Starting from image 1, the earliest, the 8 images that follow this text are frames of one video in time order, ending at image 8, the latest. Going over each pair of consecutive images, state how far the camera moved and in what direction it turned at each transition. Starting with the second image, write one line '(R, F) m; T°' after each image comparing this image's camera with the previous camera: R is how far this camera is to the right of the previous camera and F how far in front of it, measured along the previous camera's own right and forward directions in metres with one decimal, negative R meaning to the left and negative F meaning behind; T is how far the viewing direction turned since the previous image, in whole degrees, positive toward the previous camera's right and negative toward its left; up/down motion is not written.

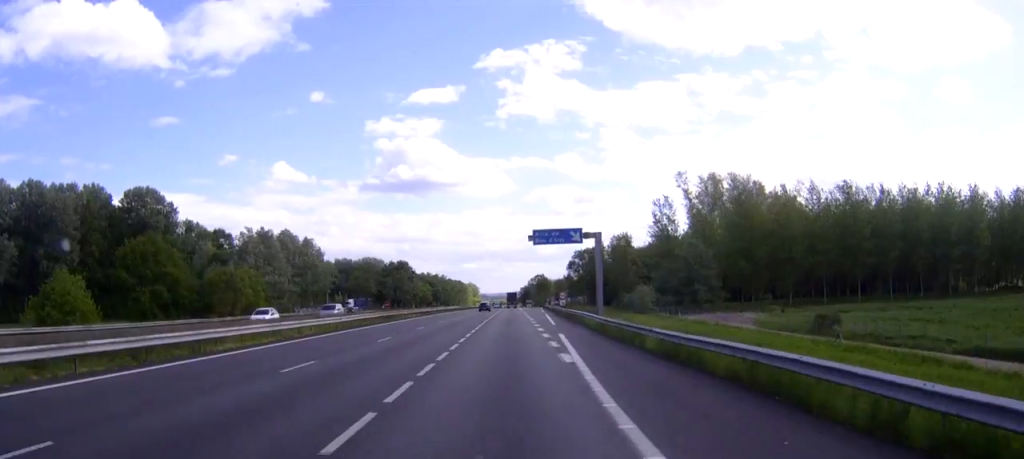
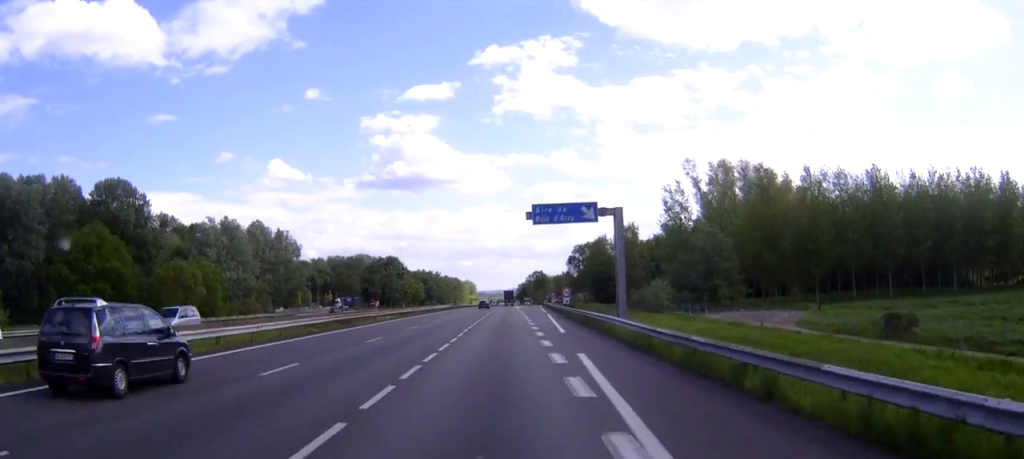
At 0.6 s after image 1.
(0.0, +13.6) m; 0°
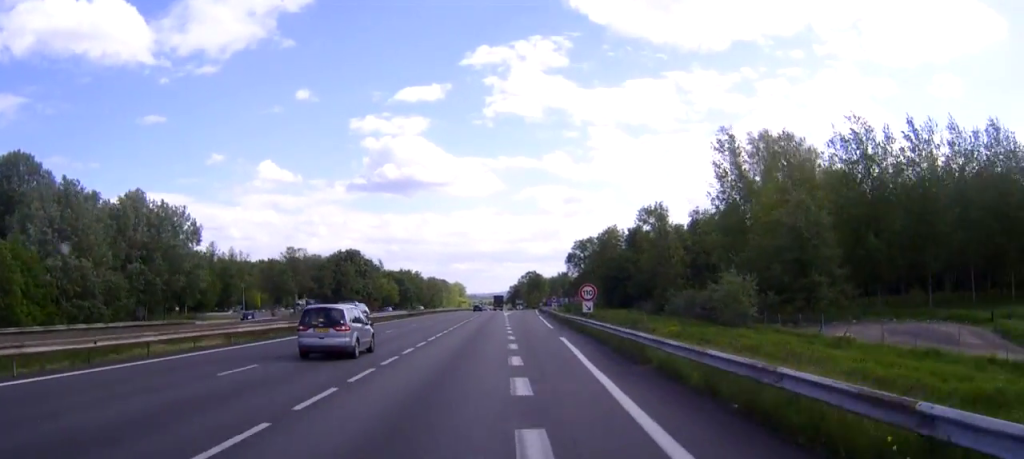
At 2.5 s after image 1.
(+0.1, +38.5) m; 0°
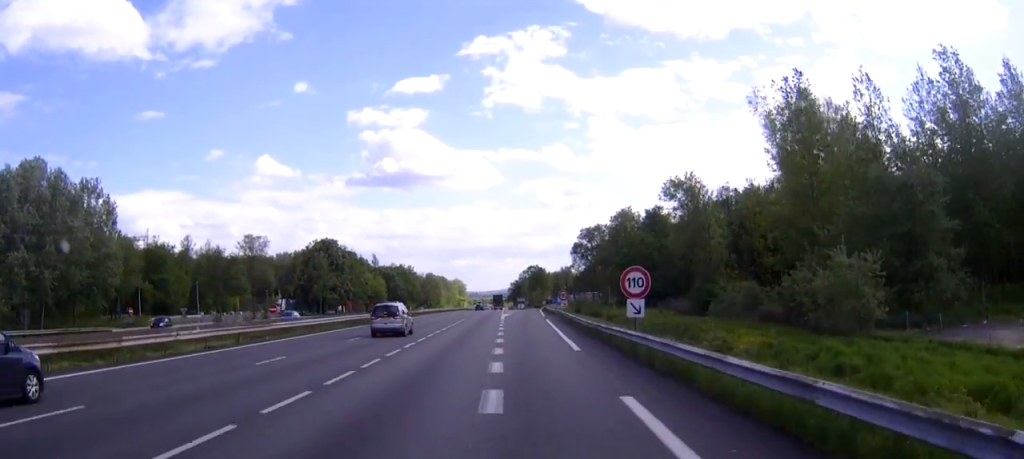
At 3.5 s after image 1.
(-0.1, +21.2) m; 0°
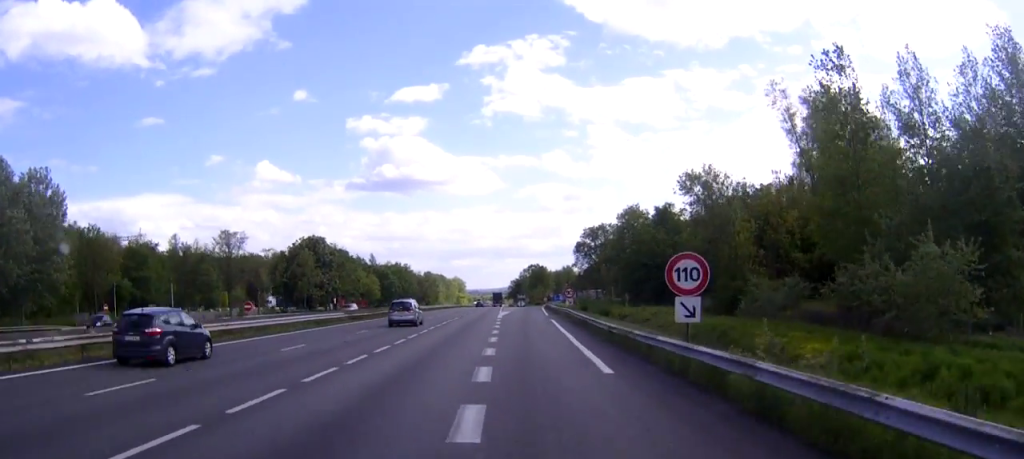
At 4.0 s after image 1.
(0.0, +9.4) m; 0°
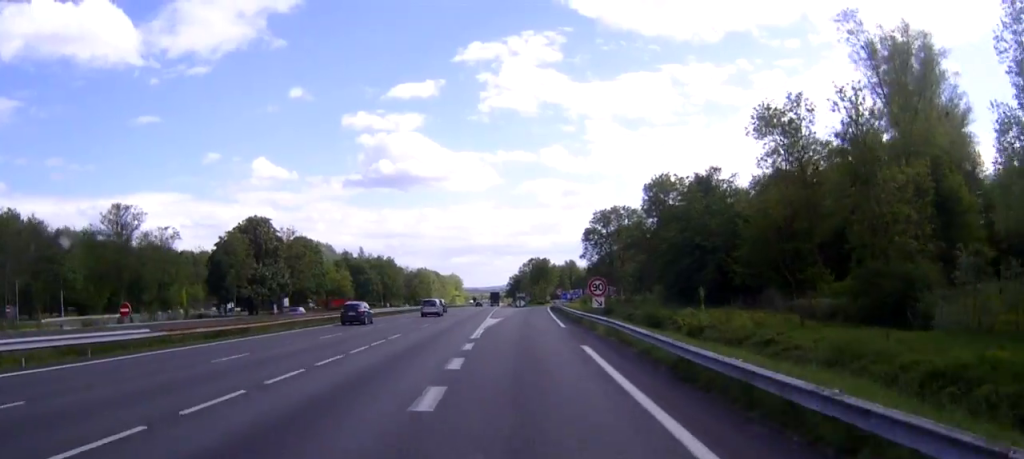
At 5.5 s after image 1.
(+0.1, +29.9) m; 0°
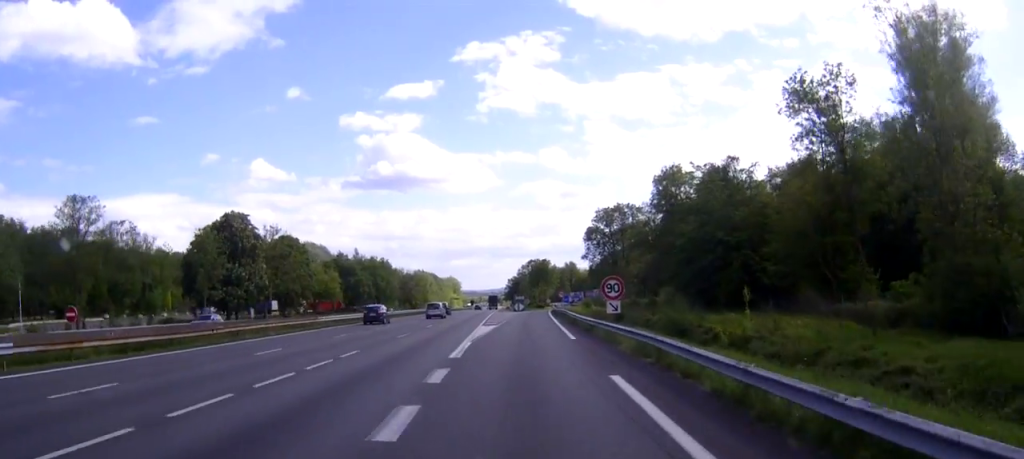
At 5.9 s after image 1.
(0.0, +8.4) m; 0°
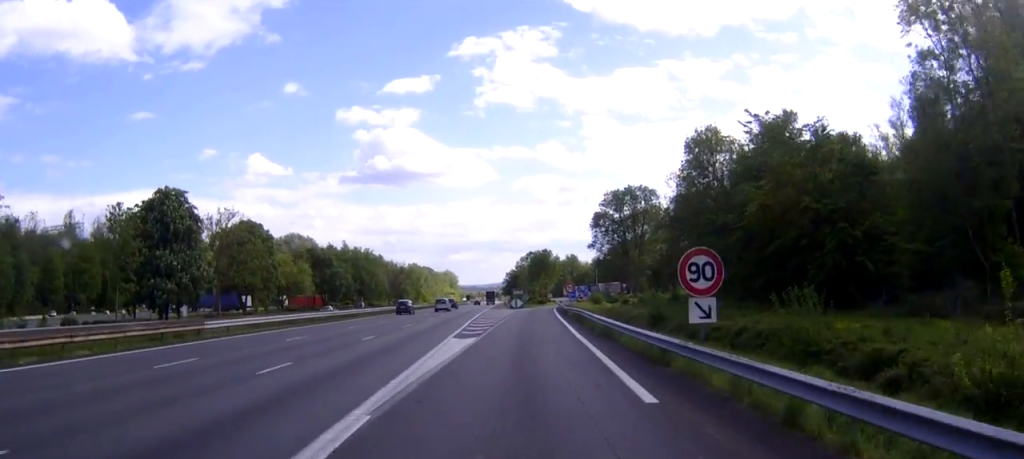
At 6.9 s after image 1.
(0.0, +19.0) m; 0°
